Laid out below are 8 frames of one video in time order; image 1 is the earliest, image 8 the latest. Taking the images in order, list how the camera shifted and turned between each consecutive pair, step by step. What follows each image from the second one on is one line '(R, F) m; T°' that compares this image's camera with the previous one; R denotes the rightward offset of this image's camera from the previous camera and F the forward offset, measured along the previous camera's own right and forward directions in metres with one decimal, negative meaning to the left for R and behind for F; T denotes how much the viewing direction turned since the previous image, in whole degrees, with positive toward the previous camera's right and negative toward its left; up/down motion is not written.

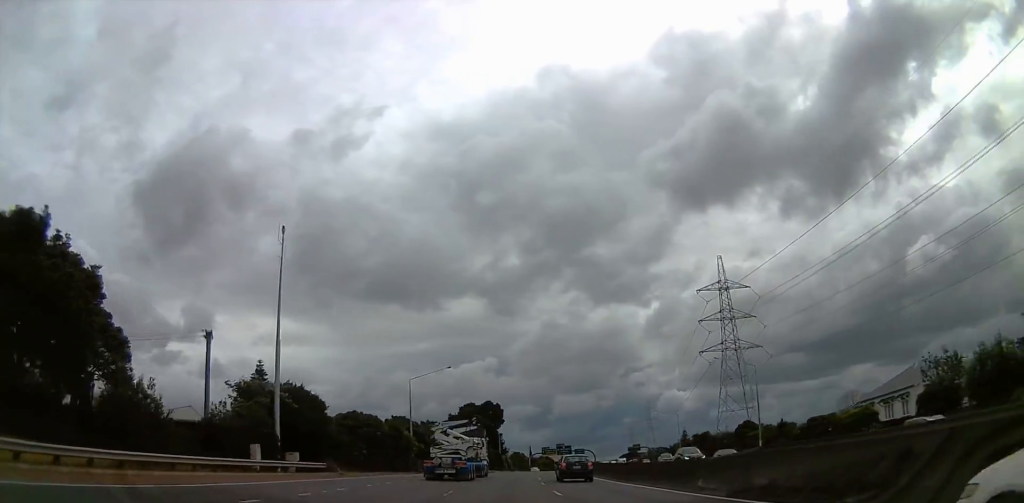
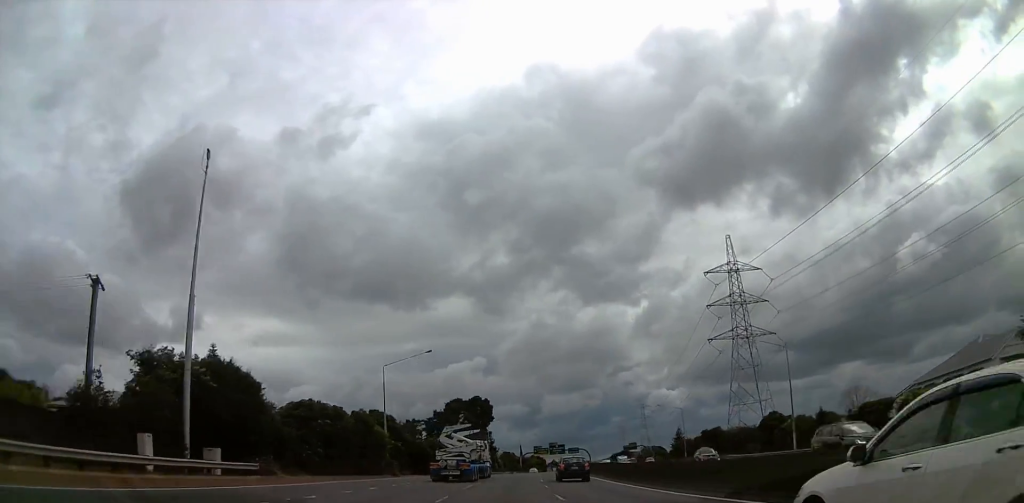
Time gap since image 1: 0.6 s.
(0.0, +12.4) m; 0°
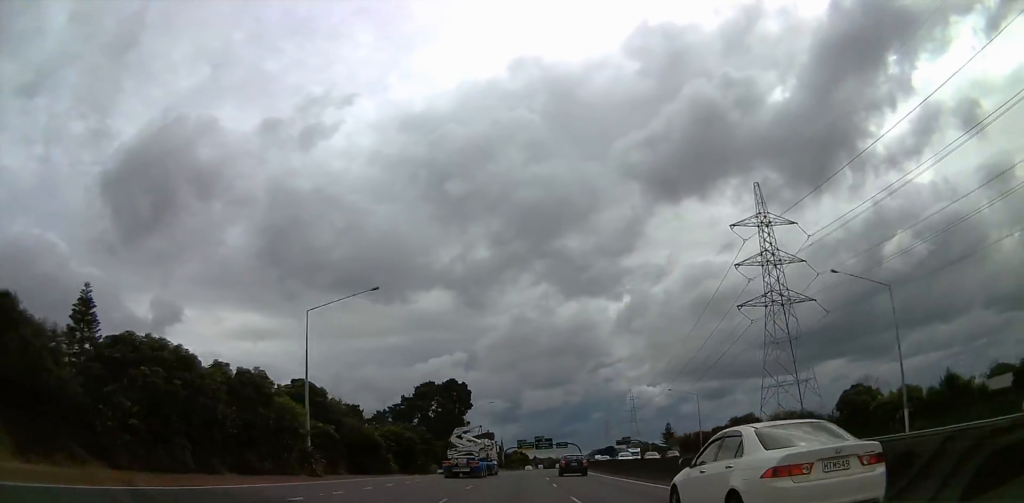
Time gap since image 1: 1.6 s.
(0.0, +22.9) m; +2°
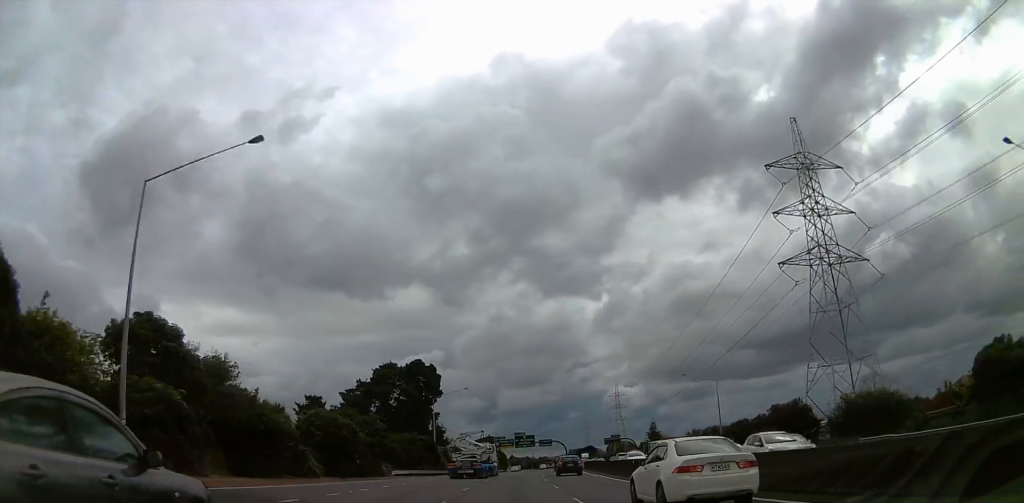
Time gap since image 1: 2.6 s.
(+0.5, +20.8) m; +3°
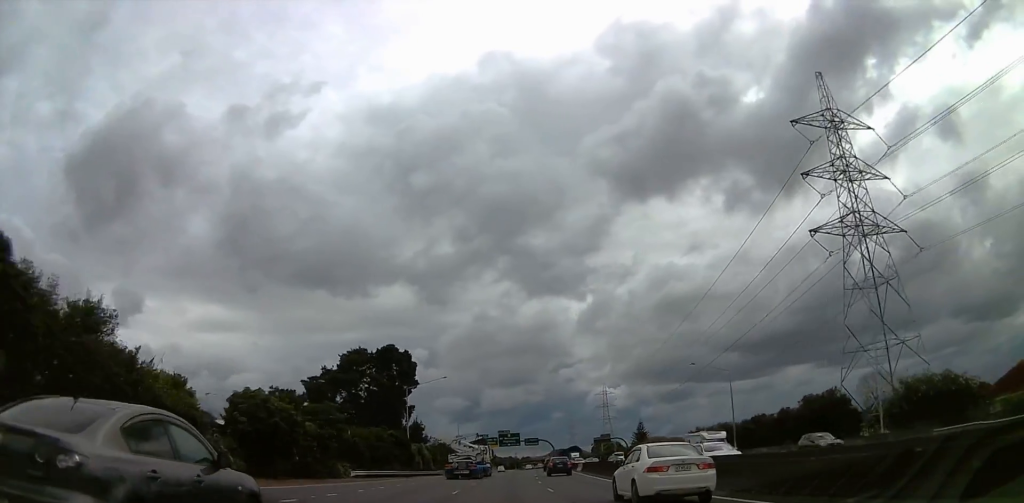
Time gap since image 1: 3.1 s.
(+0.2, +11.3) m; +1°
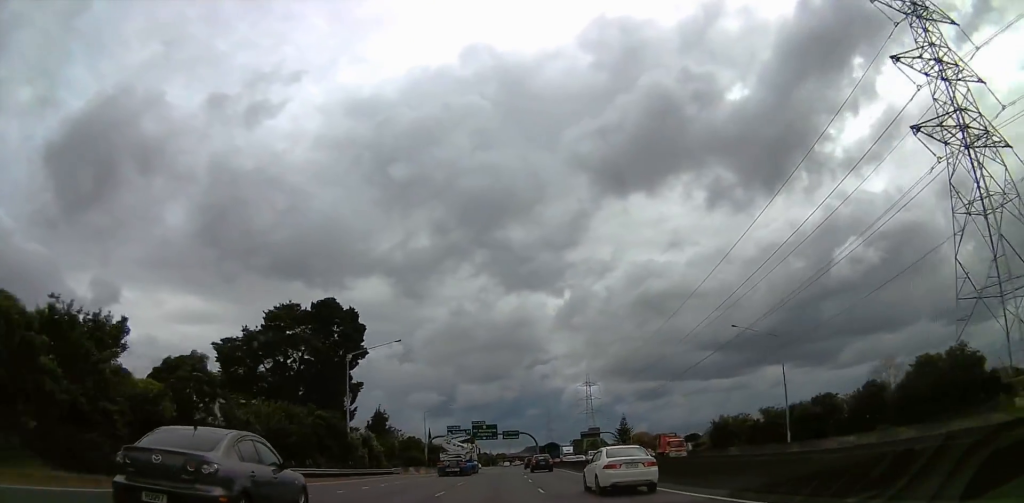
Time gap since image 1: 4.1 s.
(+0.3, +21.8) m; +1°
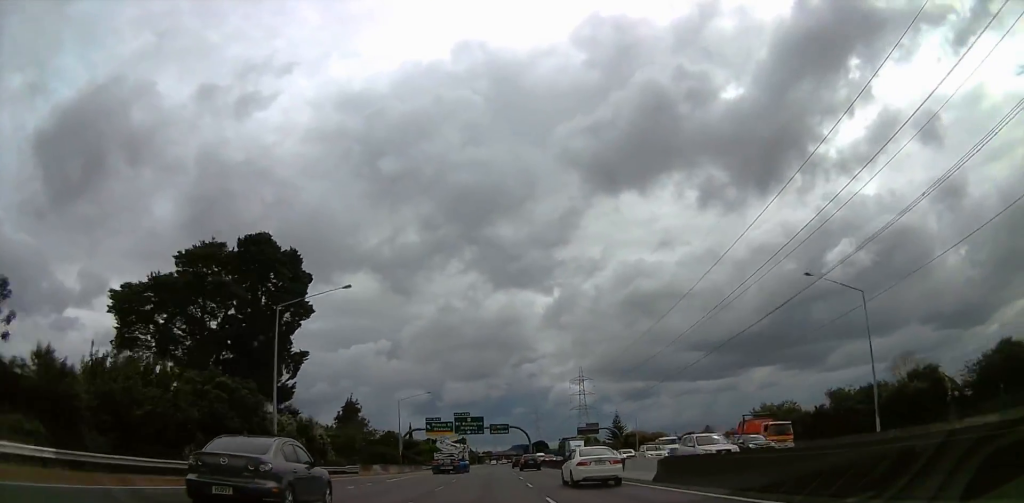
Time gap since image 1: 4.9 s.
(0.0, +17.6) m; 0°
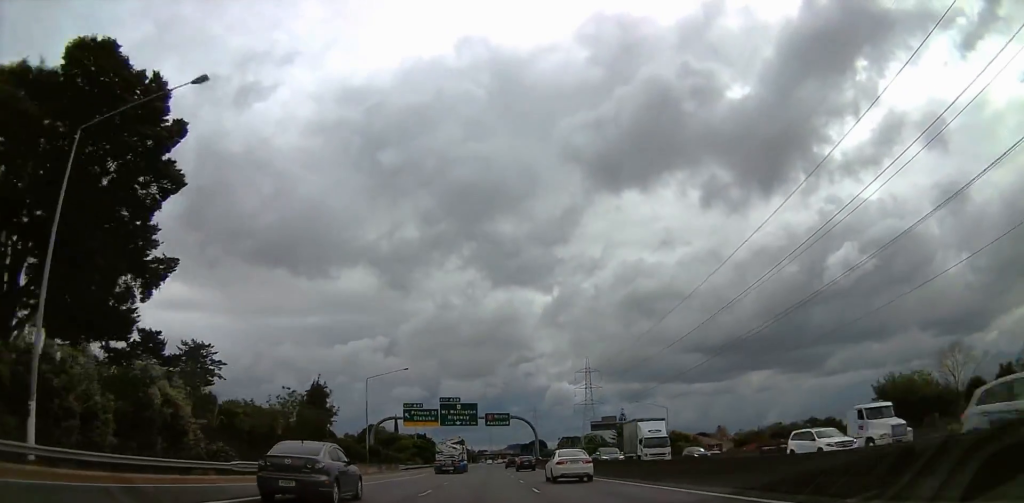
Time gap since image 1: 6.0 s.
(+0.2, +25.1) m; +2°
